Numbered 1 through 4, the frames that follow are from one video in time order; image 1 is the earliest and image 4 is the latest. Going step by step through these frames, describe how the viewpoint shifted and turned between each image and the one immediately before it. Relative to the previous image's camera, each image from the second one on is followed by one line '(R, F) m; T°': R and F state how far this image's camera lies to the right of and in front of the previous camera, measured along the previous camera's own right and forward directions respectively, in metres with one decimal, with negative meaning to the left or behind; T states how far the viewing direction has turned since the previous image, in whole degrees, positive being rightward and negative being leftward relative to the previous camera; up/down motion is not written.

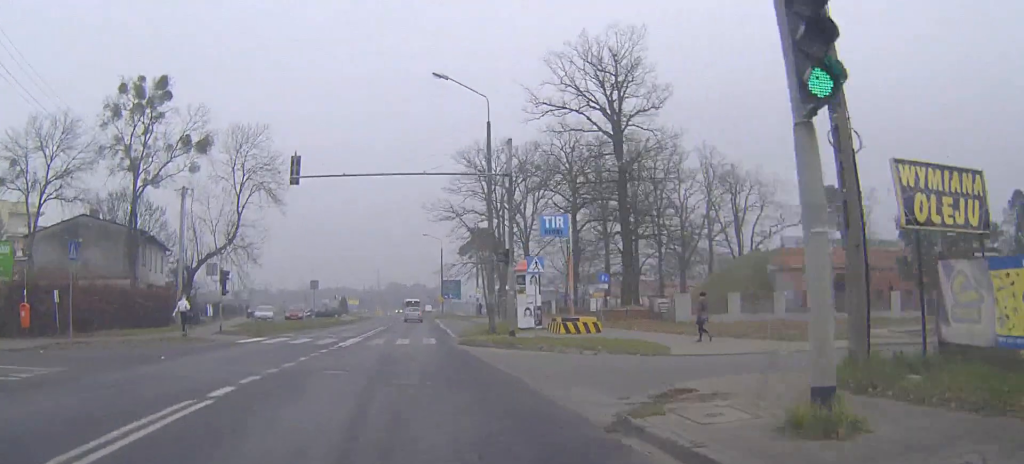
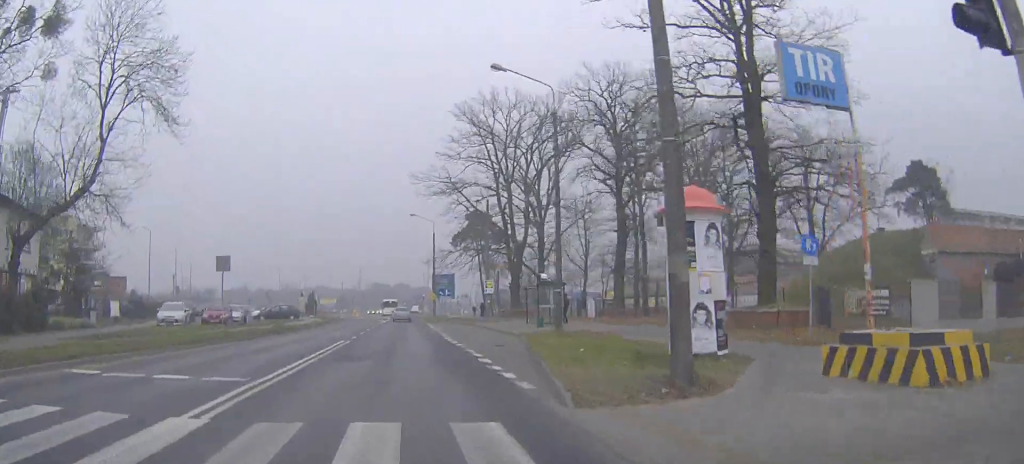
(+0.2, +22.8) m; +2°
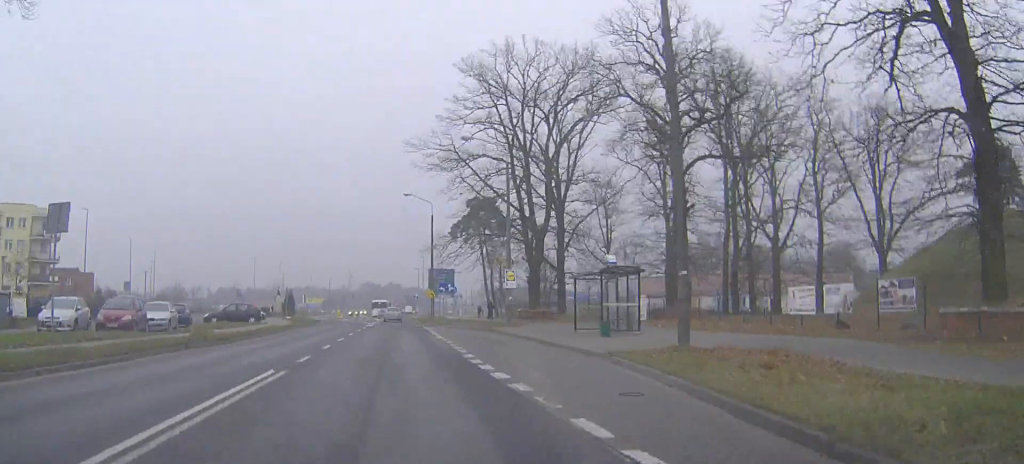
(+0.2, +14.1) m; +1°
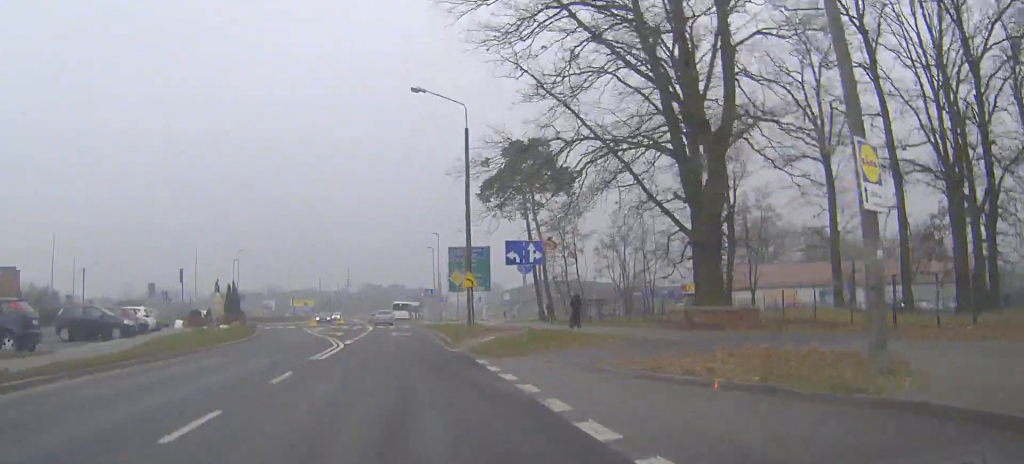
(-0.2, +32.2) m; -1°
